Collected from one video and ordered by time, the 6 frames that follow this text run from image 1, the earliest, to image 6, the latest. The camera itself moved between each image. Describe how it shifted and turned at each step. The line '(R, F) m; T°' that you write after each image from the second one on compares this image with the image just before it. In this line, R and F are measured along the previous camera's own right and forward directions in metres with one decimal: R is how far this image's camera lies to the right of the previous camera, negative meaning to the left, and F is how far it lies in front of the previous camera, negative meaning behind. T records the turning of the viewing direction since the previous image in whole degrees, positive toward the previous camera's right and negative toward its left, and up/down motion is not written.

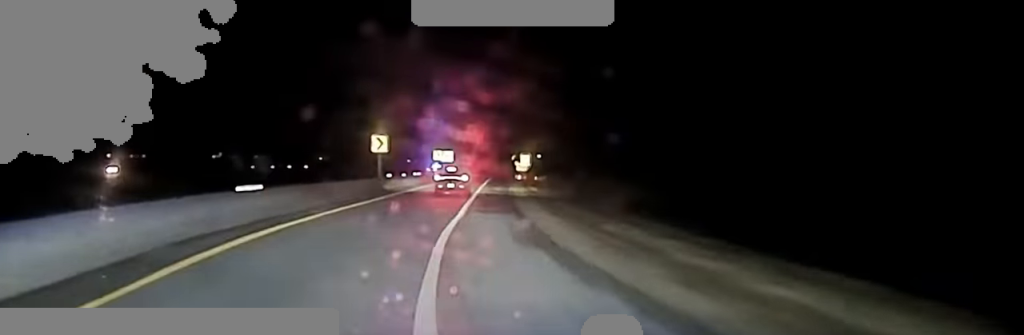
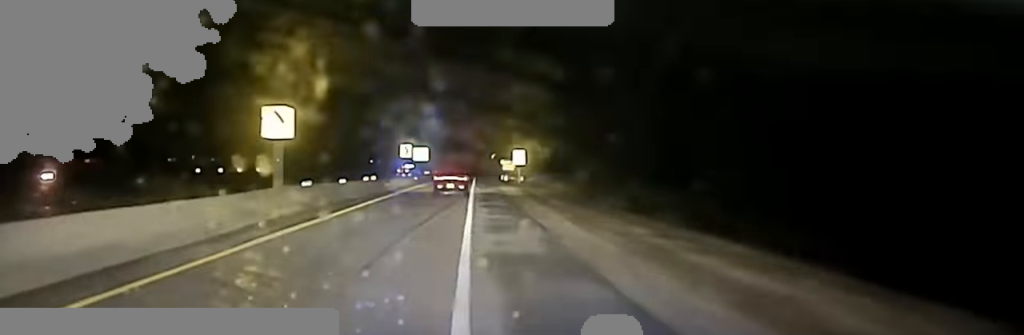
(+0.2, +25.8) m; +1°
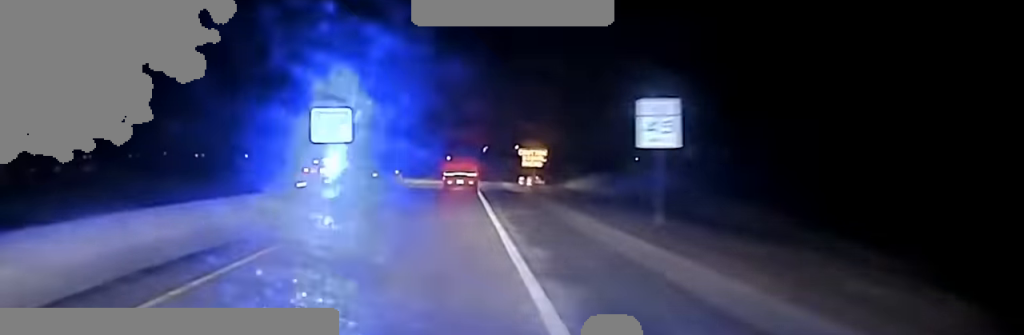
(+2.1, +83.8) m; +2°
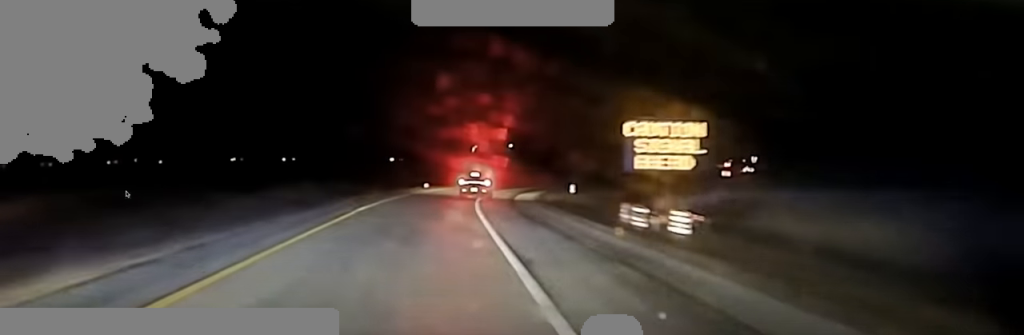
(+1.0, +75.0) m; +2°
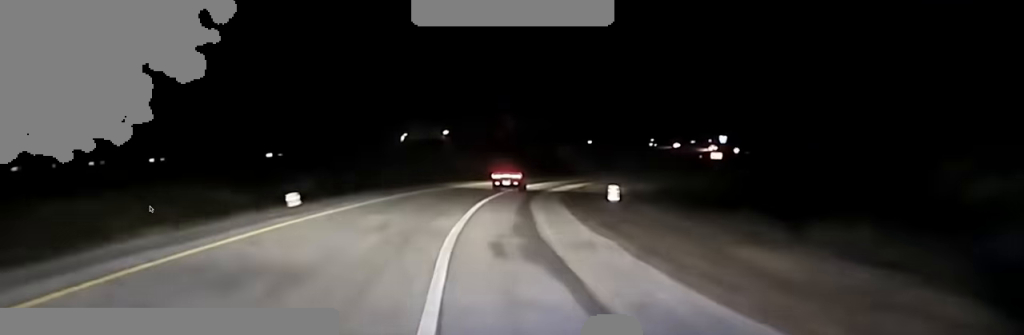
(+0.7, +57.8) m; +3°
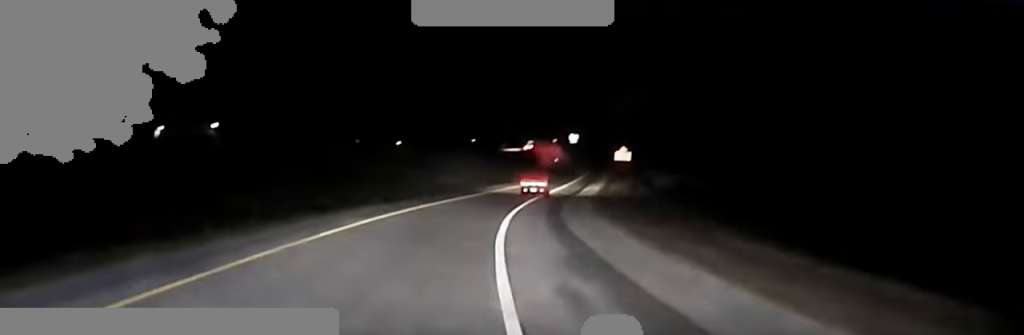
(+6.9, +77.1) m; +12°
